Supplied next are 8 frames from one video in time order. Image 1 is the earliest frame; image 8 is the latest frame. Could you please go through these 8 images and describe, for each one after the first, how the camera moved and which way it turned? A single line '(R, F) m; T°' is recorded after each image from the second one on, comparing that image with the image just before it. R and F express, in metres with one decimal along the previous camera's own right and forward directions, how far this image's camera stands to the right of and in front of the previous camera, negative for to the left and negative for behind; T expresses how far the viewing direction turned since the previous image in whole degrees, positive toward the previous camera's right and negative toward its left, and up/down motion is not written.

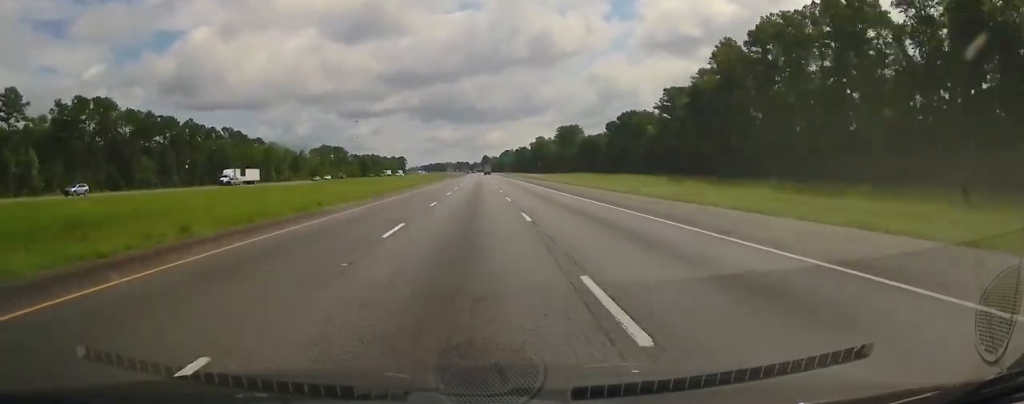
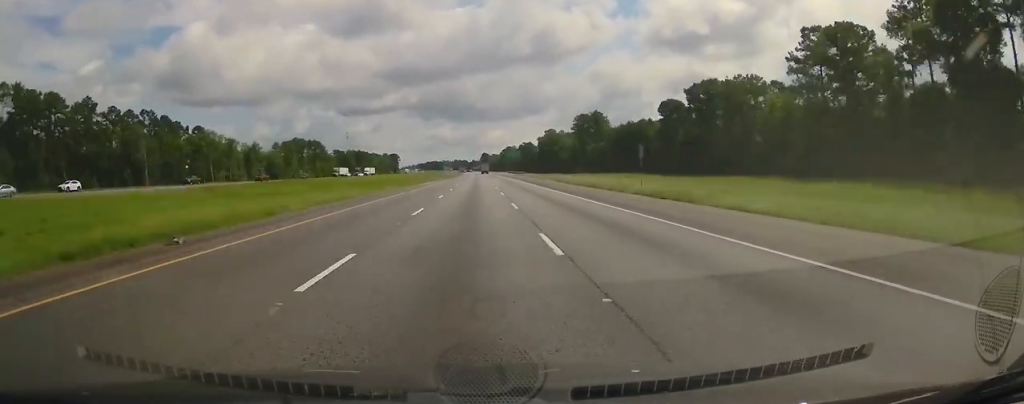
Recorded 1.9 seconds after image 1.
(-0.6, +67.2) m; 0°
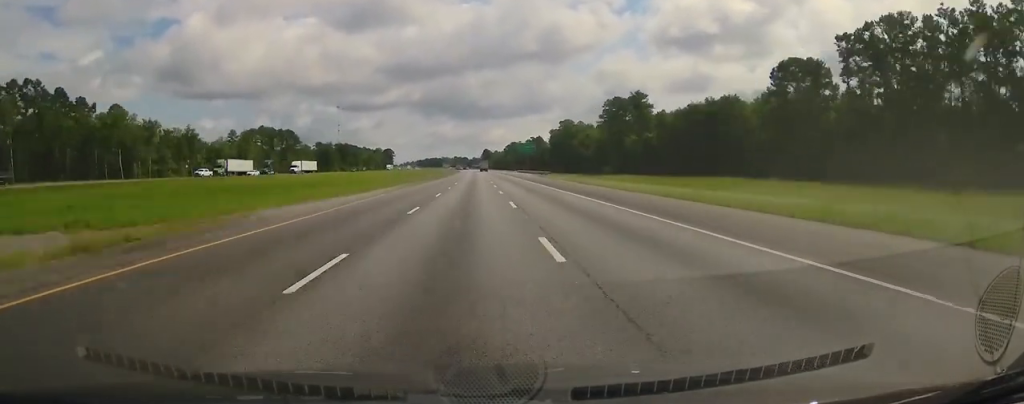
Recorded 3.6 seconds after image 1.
(-0.2, +62.4) m; 0°
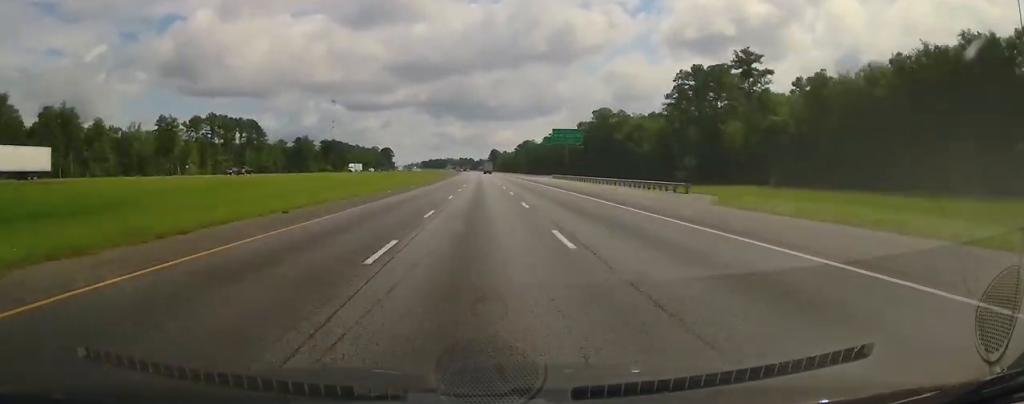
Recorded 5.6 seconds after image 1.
(+0.1, +71.9) m; 0°
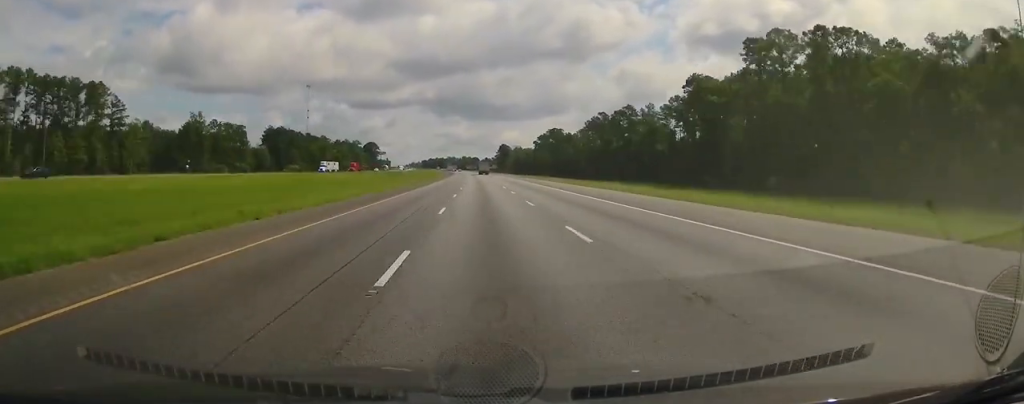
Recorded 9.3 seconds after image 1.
(-0.7, +134.8) m; -1°
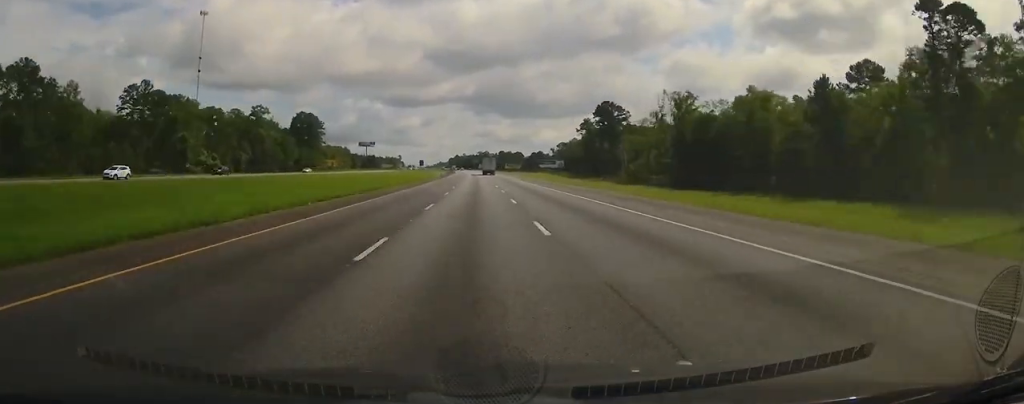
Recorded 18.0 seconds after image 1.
(-9.6, +313.6) m; -4°
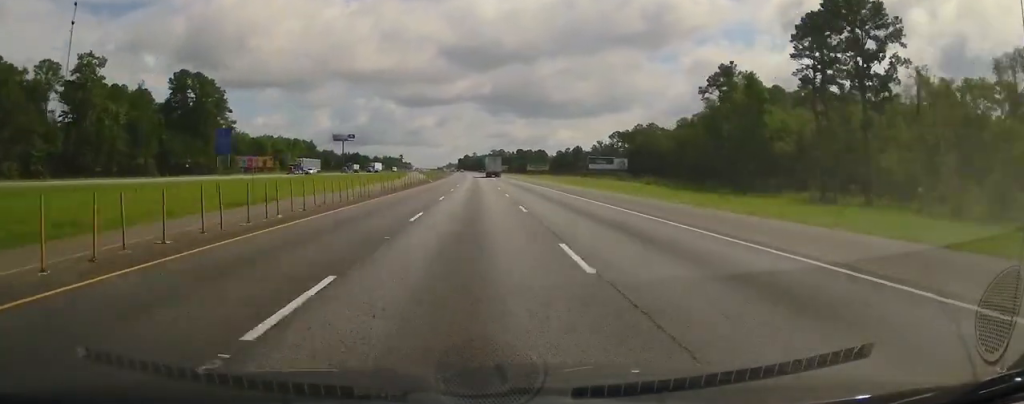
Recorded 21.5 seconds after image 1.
(-1.5, +124.4) m; -1°
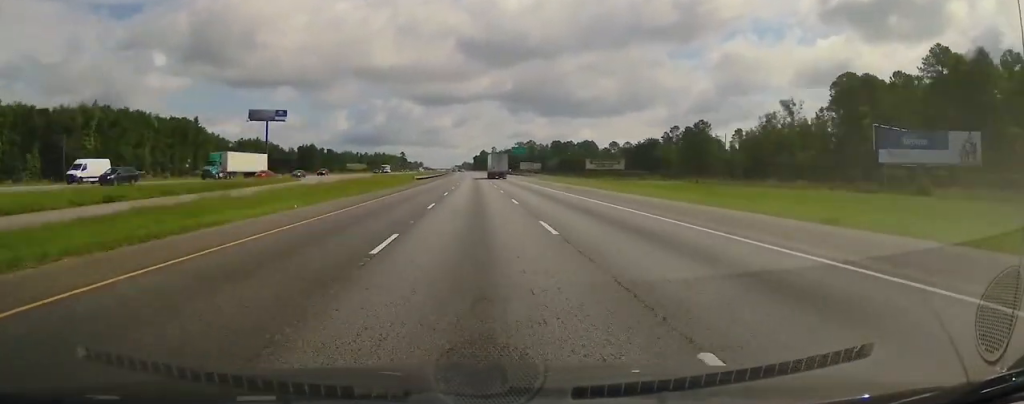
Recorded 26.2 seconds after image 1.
(-1.7, +165.4) m; -2°
